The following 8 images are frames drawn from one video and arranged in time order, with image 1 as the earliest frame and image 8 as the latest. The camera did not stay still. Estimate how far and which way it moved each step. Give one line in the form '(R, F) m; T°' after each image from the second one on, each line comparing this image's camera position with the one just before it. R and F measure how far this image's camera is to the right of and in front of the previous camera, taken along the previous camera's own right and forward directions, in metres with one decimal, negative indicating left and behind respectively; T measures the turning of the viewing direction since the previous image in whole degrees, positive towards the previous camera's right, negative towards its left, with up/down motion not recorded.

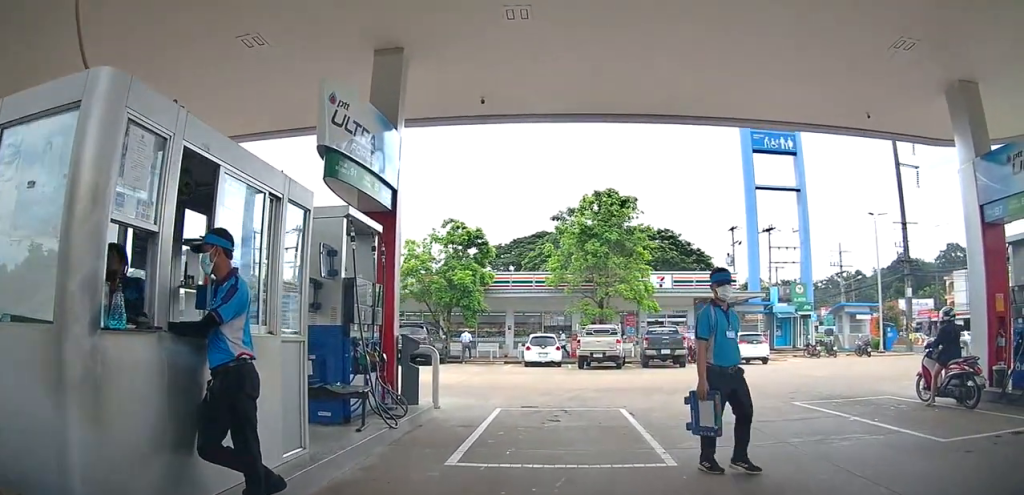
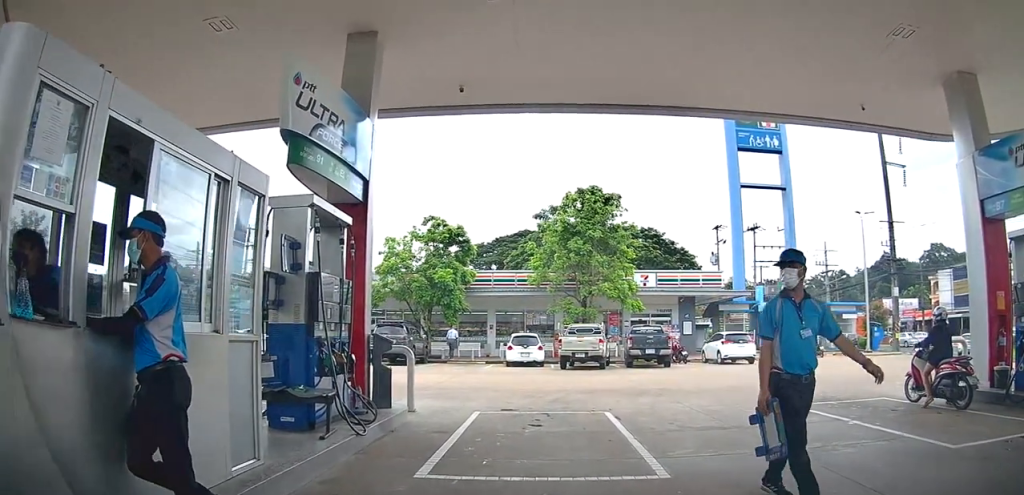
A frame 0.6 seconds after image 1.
(+0.1, +0.1) m; 0°
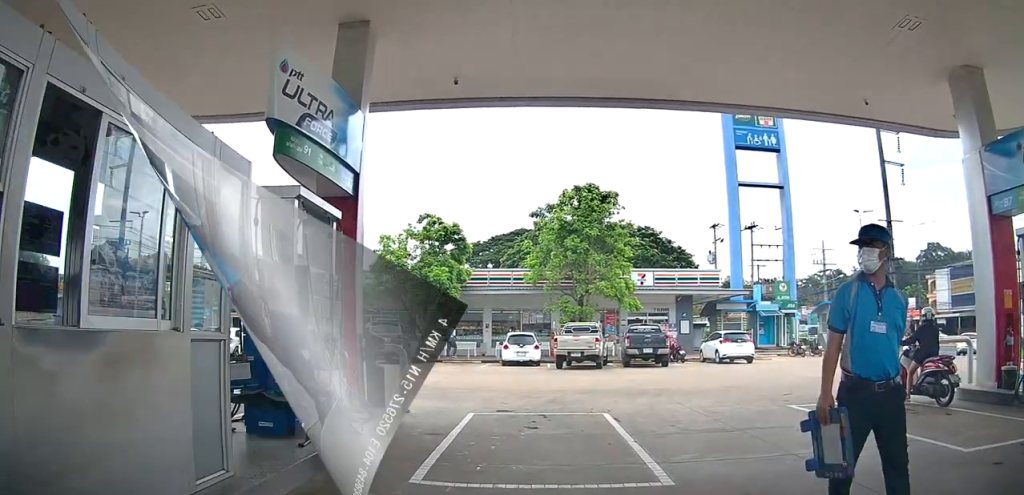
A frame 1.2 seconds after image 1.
(+0.1, +0.1) m; 0°
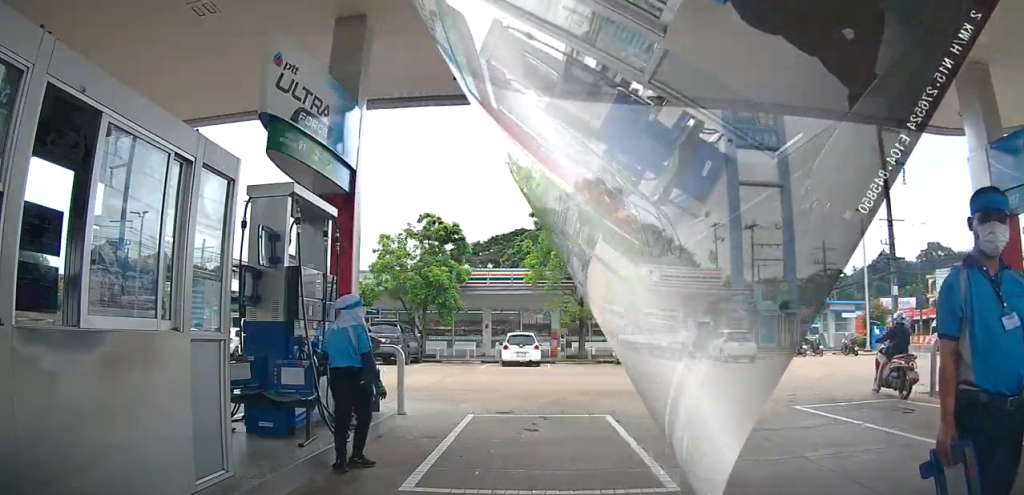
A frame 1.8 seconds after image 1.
(+0.1, +0.1) m; 0°
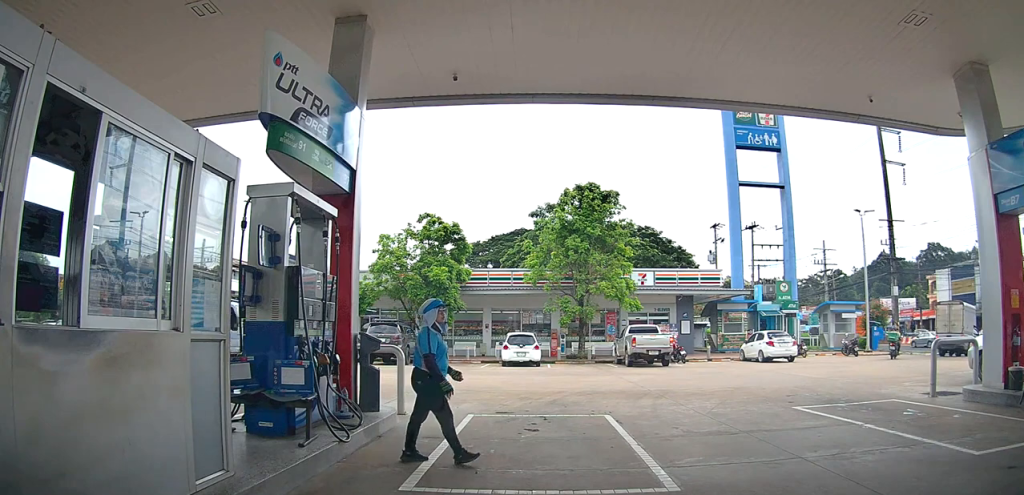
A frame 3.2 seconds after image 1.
(0.0, 0.0) m; 0°
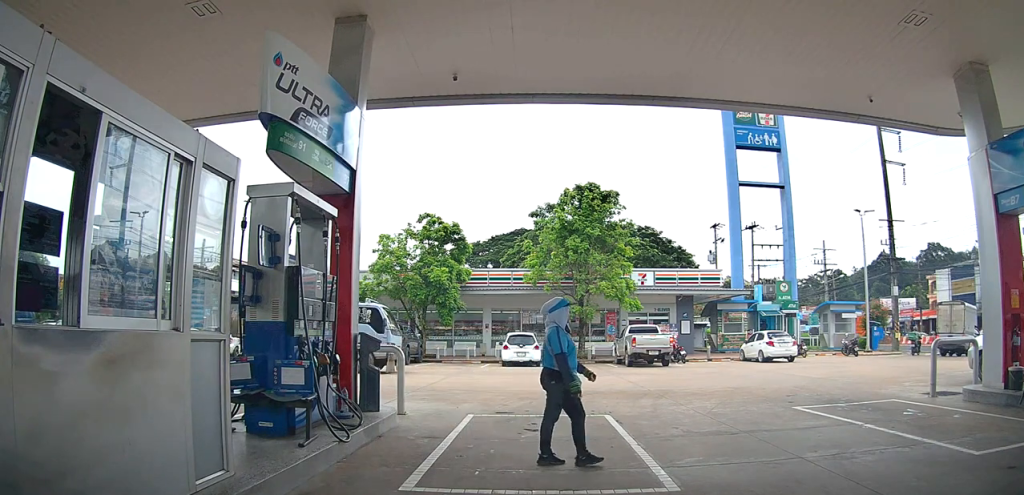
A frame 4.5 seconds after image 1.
(0.0, 0.0) m; 0°
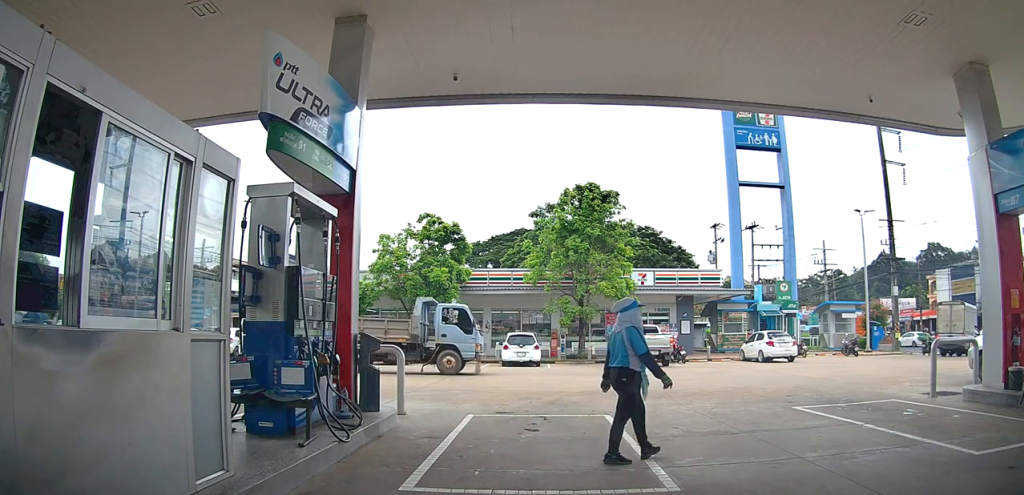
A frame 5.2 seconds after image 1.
(0.0, 0.0) m; 0°
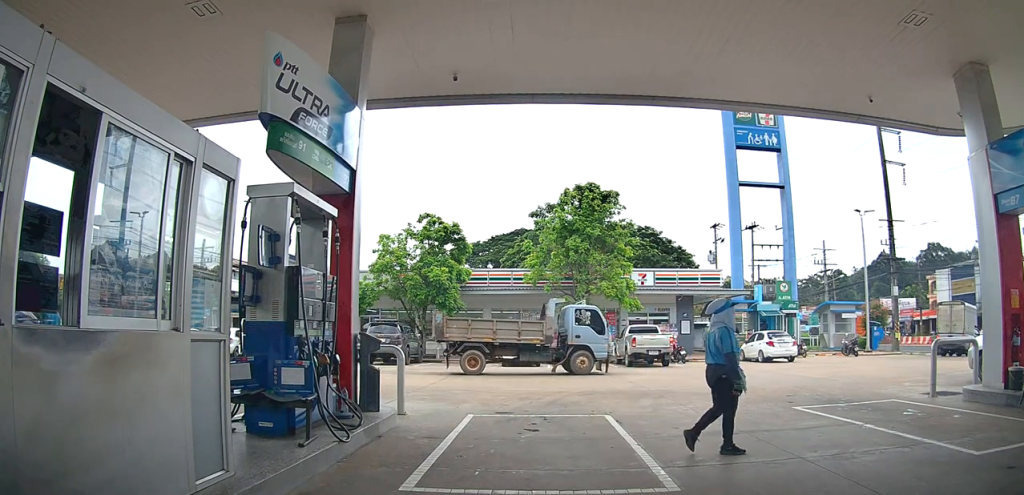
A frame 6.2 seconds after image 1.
(0.0, 0.0) m; 0°
